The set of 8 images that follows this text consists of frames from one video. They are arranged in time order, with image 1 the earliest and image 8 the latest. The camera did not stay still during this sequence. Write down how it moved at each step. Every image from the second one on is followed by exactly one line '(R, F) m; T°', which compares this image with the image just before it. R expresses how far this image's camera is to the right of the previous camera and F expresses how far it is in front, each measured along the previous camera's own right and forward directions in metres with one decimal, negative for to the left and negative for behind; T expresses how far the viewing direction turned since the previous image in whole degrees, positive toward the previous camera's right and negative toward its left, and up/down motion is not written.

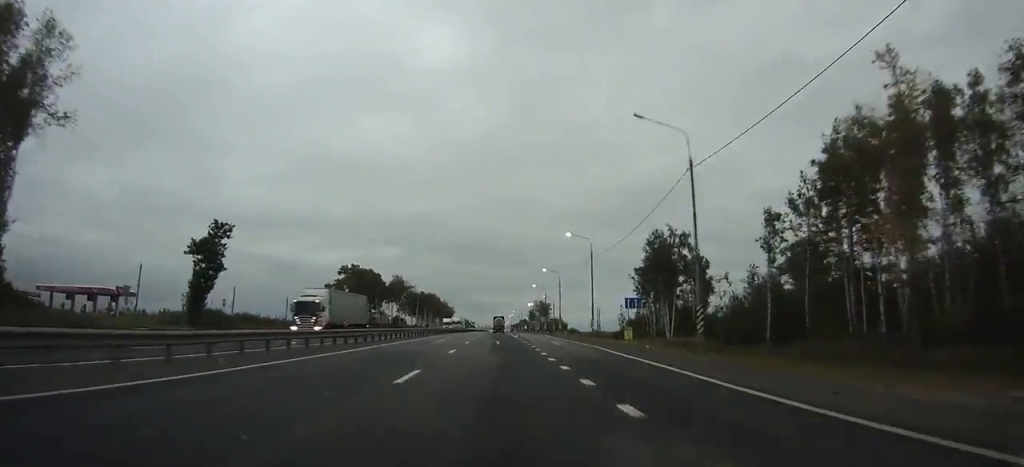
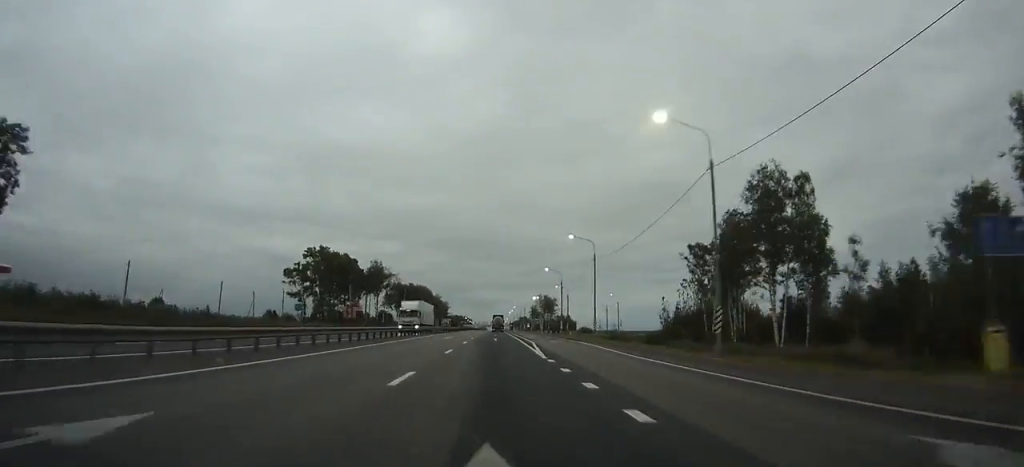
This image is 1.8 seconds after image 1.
(0.0, +36.7) m; 0°
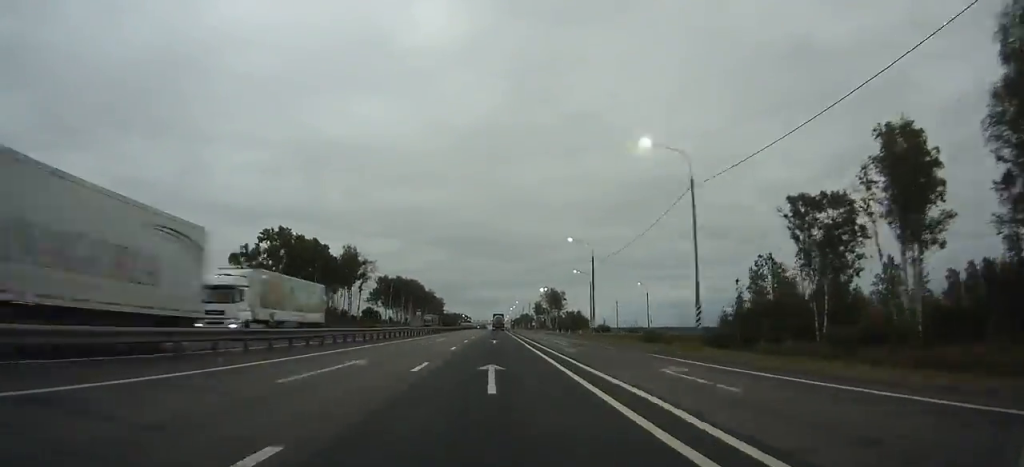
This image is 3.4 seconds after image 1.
(+0.1, +32.7) m; 0°
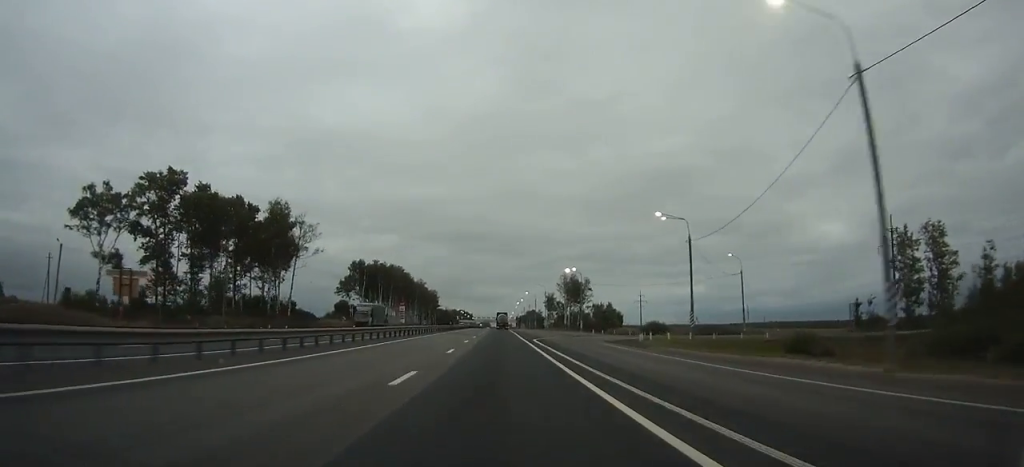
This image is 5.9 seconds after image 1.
(0.0, +51.0) m; 0°
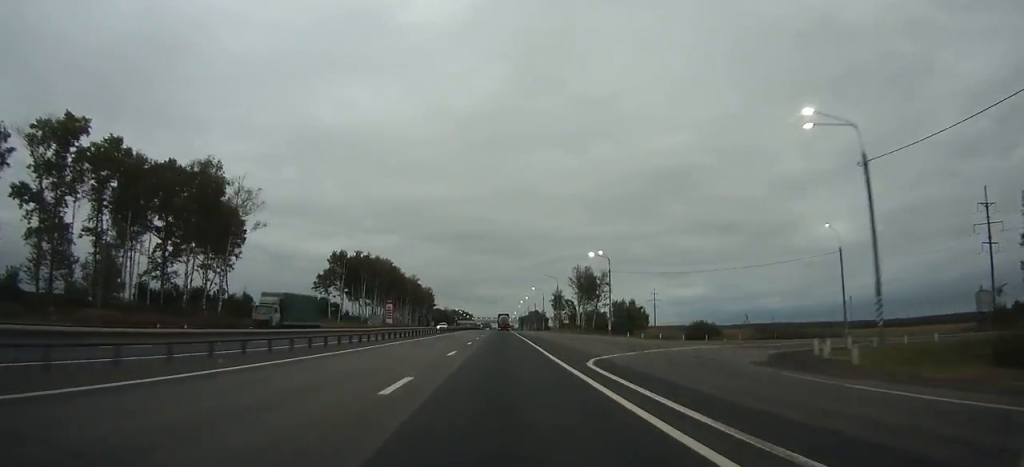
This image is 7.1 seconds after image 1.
(0.0, +25.2) m; 0°
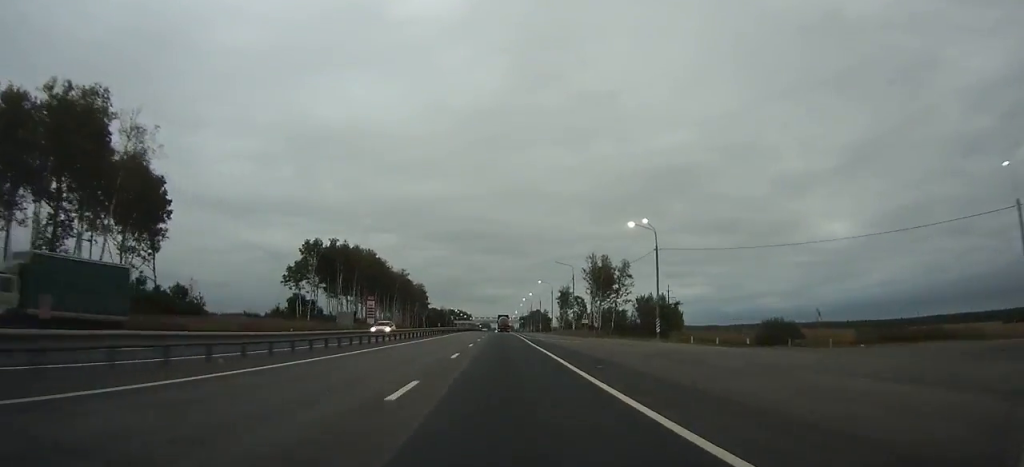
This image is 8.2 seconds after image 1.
(0.0, +24.1) m; 0°
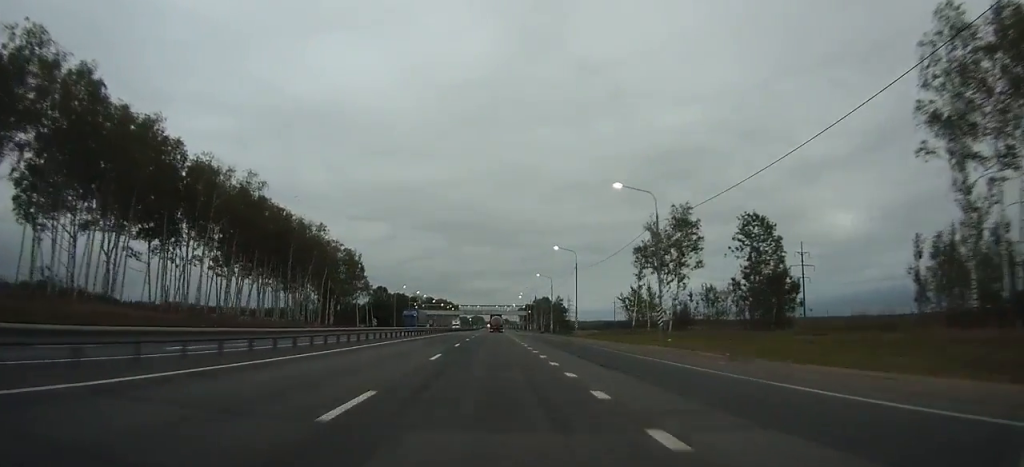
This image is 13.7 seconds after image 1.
(-0.2, +121.0) m; 0°
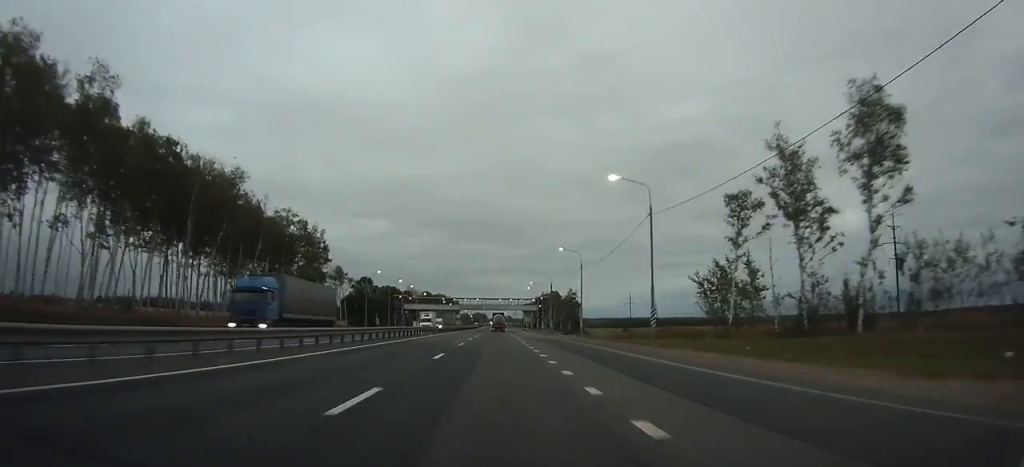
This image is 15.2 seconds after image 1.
(0.0, +35.0) m; 0°
